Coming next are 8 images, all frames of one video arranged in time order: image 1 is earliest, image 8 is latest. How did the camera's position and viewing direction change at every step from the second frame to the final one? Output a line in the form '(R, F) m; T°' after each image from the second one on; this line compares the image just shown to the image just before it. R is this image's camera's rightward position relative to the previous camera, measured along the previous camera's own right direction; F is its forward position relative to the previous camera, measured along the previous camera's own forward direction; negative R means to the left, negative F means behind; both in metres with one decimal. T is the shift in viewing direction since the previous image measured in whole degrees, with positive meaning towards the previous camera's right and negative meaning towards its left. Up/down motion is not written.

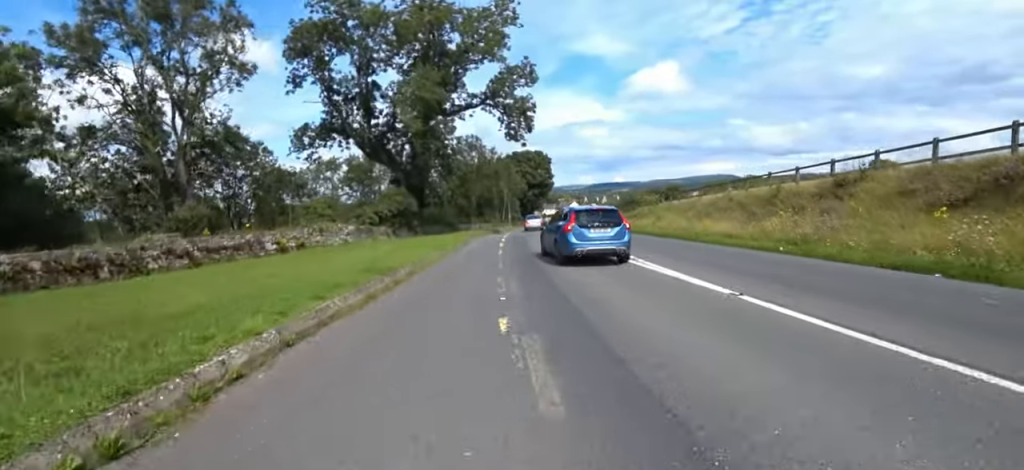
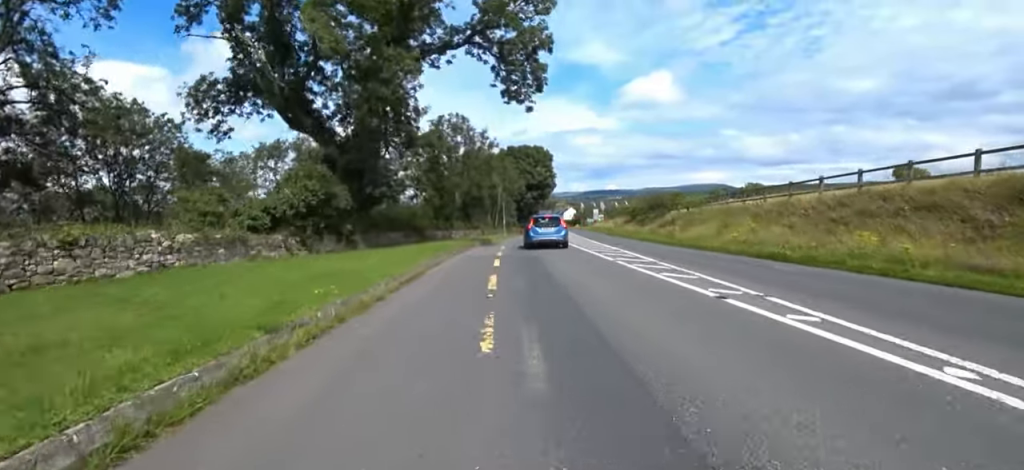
(-1.0, +12.1) m; -1°
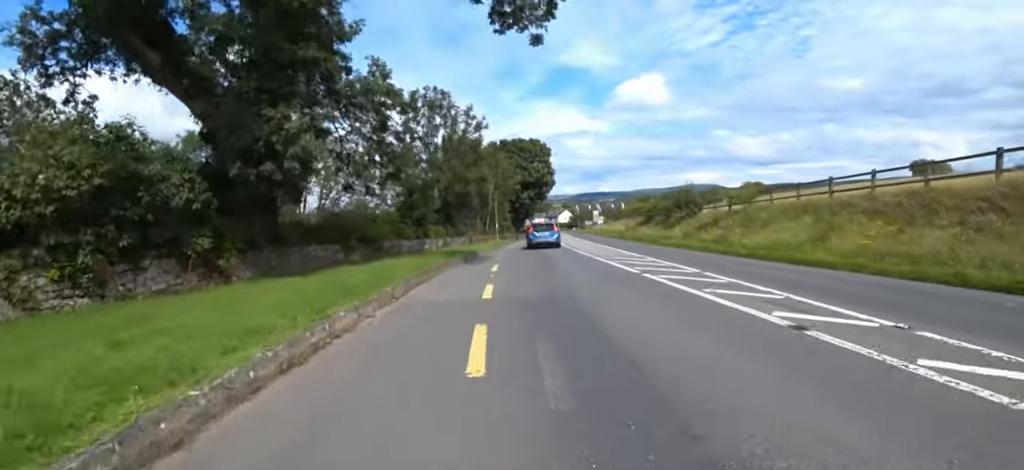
(+0.8, +8.5) m; +7°
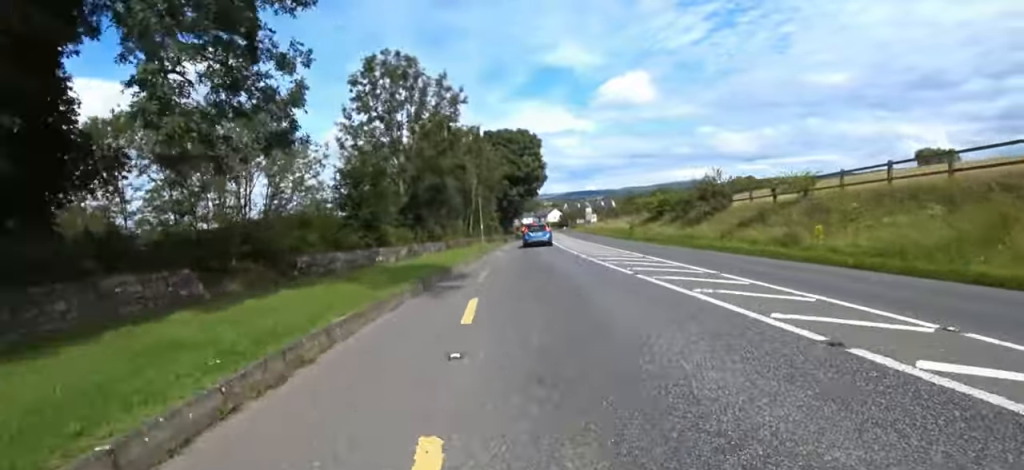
(+0.4, +6.7) m; +2°
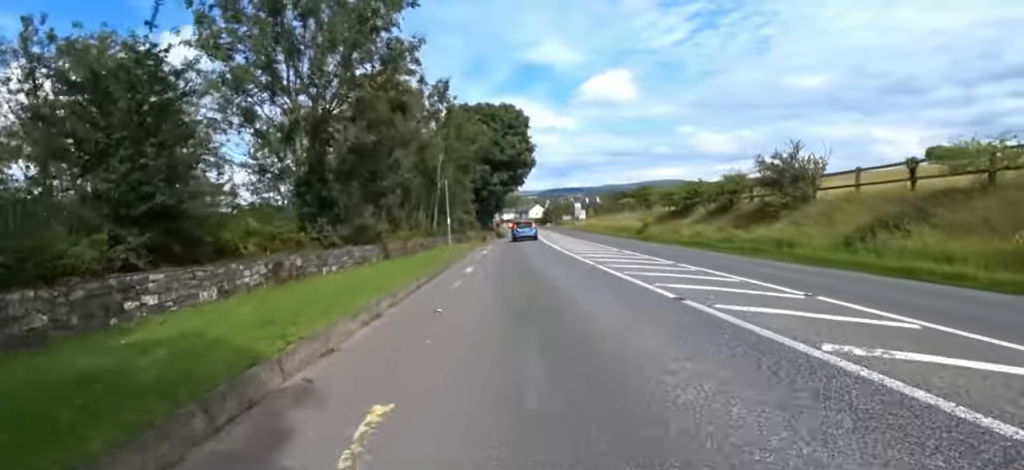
(+0.2, +10.0) m; 0°
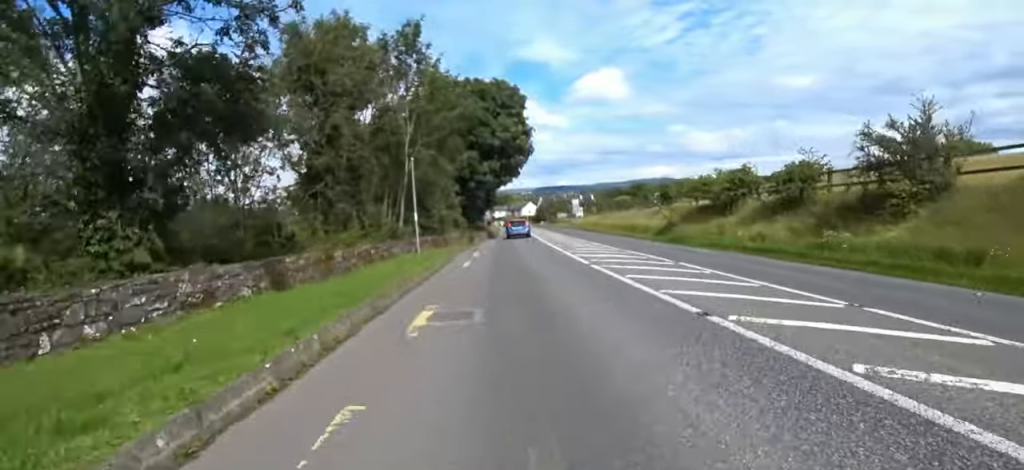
(-0.3, +6.8) m; 0°
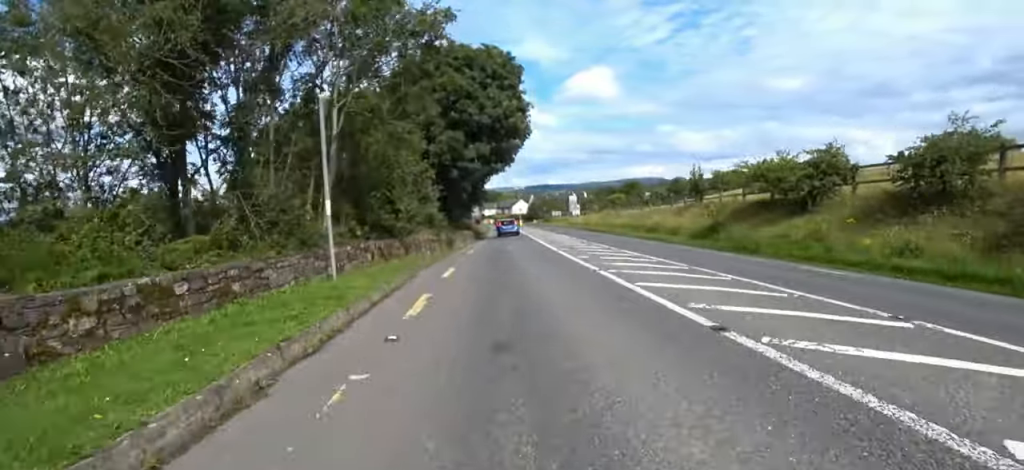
(+0.3, +7.3) m; +2°
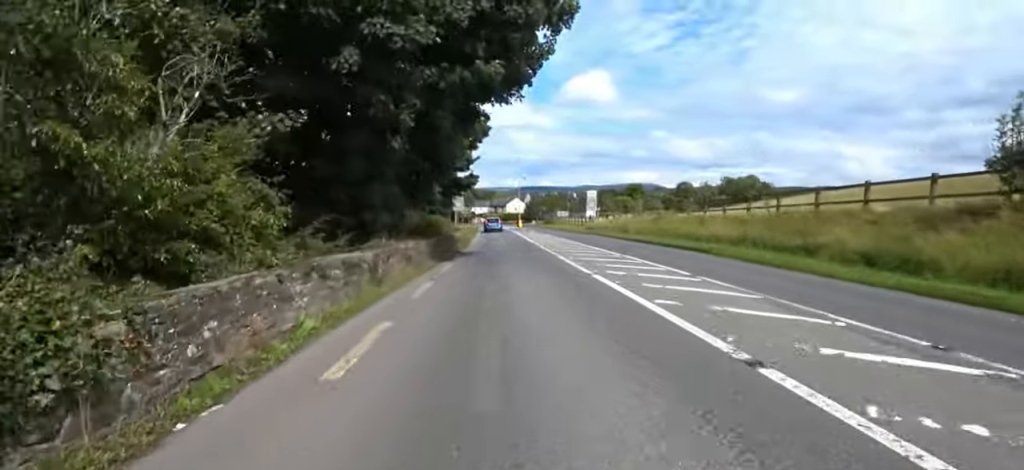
(+0.3, +19.1) m; +1°
